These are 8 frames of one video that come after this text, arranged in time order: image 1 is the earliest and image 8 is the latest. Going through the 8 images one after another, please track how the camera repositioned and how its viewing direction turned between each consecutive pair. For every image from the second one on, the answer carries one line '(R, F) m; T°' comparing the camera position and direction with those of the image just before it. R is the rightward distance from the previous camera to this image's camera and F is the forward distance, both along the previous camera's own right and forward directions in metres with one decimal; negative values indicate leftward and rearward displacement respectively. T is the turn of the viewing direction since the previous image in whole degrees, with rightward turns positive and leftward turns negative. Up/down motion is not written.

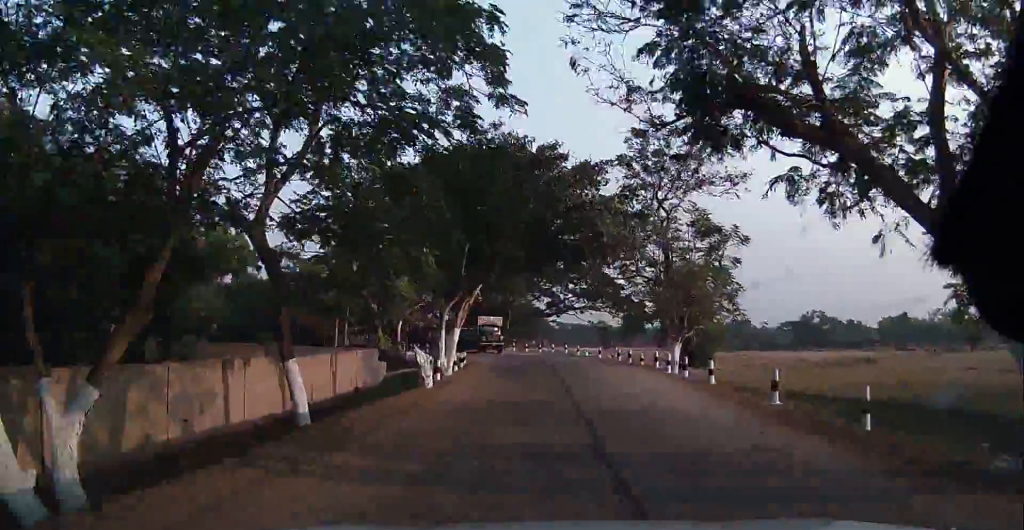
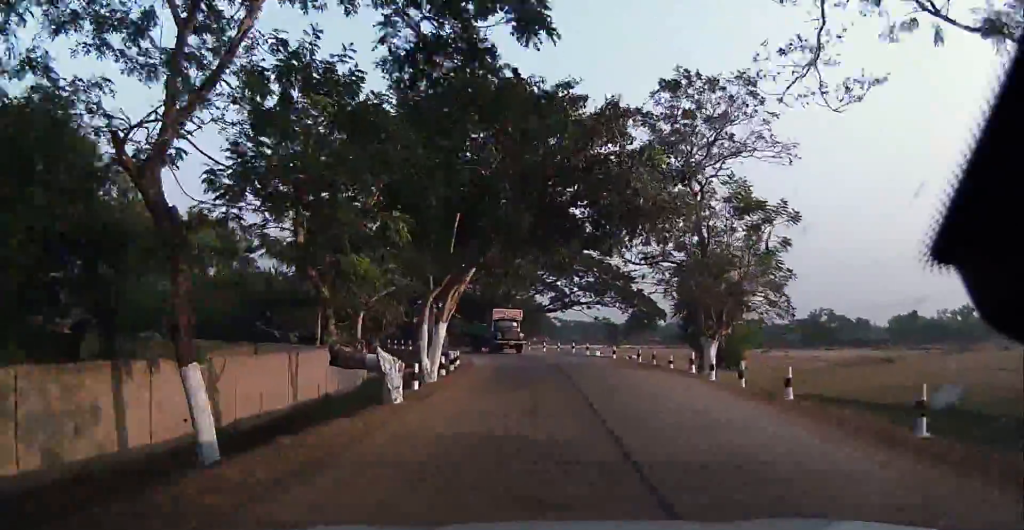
(0.0, +5.5) m; -1°
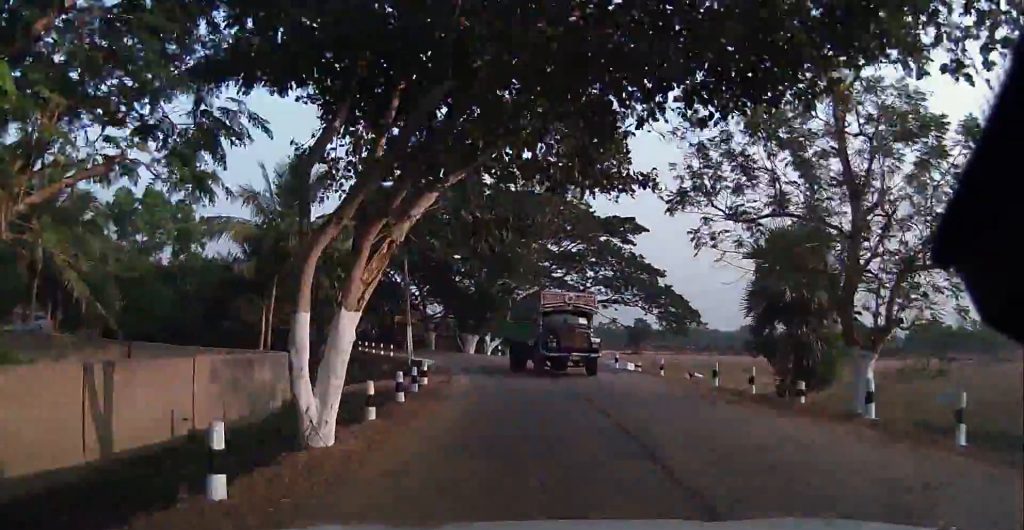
(-0.1, +12.2) m; 0°
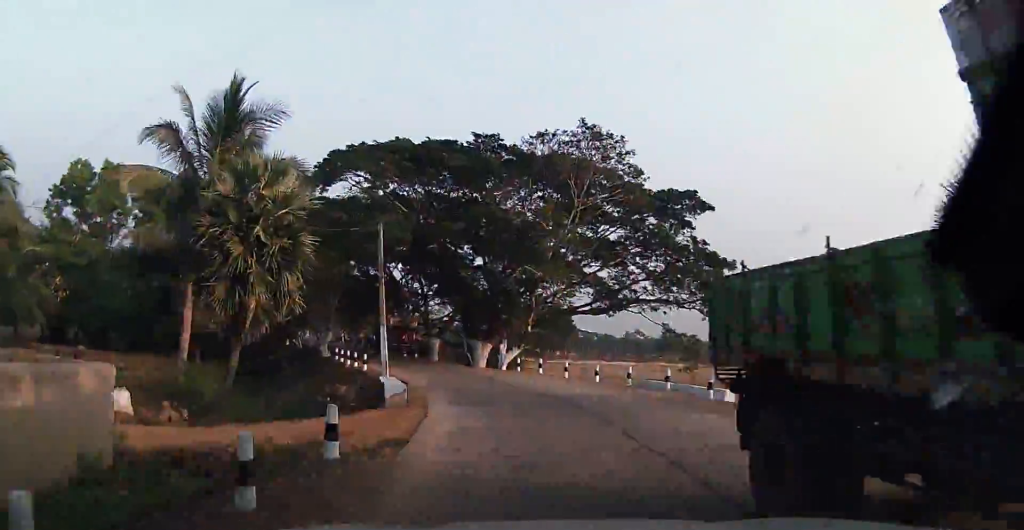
(-0.1, +13.3) m; -5°
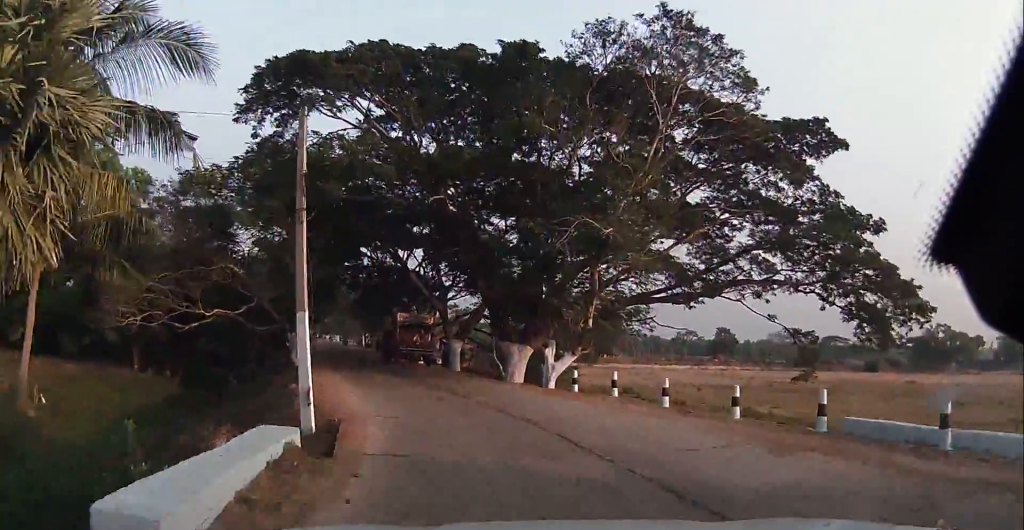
(-1.2, +14.3) m; -7°
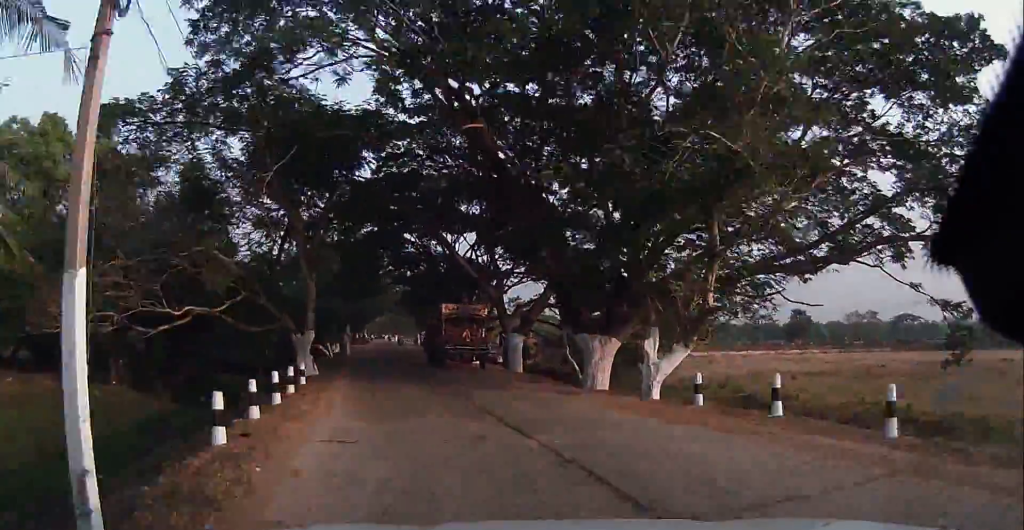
(+0.2, +8.4) m; -5°
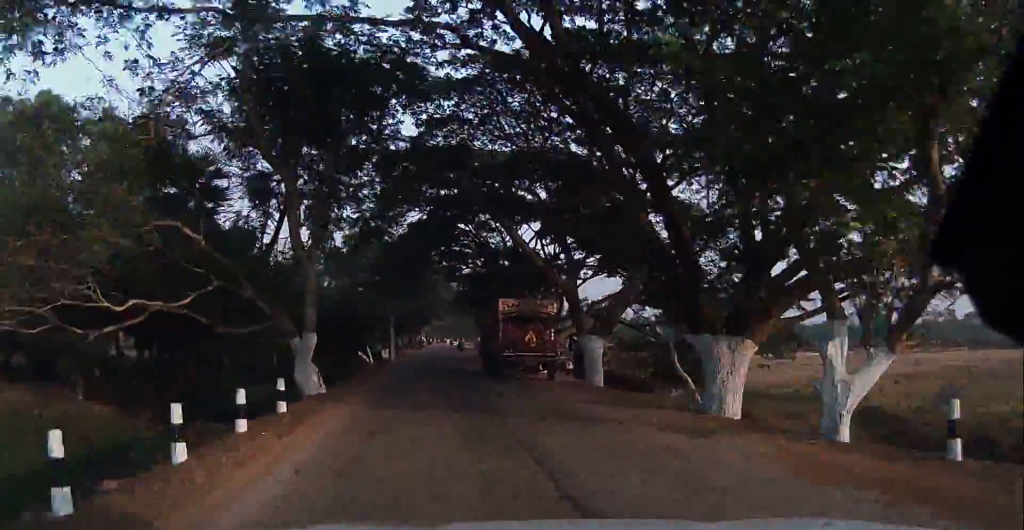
(-0.6, +7.1) m; -3°
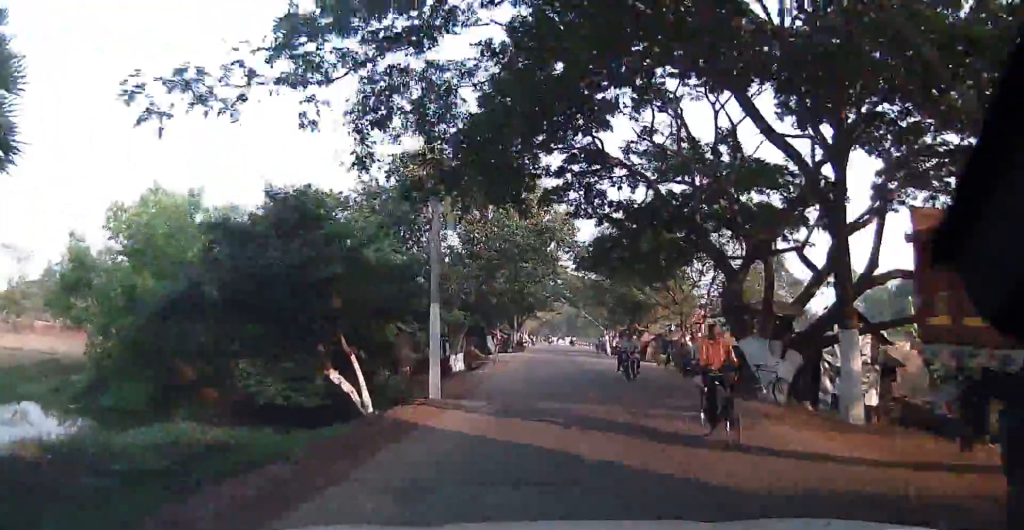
(-1.5, +27.4) m; -2°
